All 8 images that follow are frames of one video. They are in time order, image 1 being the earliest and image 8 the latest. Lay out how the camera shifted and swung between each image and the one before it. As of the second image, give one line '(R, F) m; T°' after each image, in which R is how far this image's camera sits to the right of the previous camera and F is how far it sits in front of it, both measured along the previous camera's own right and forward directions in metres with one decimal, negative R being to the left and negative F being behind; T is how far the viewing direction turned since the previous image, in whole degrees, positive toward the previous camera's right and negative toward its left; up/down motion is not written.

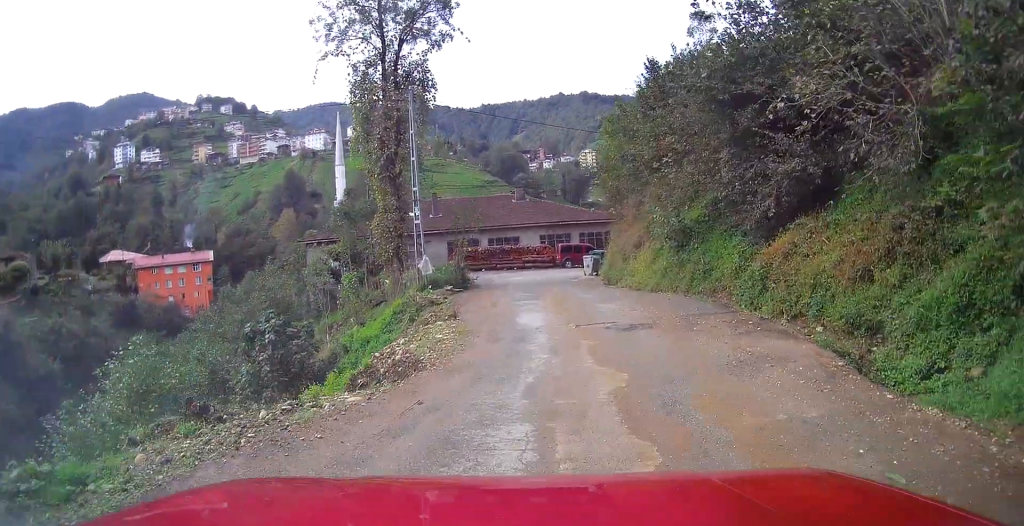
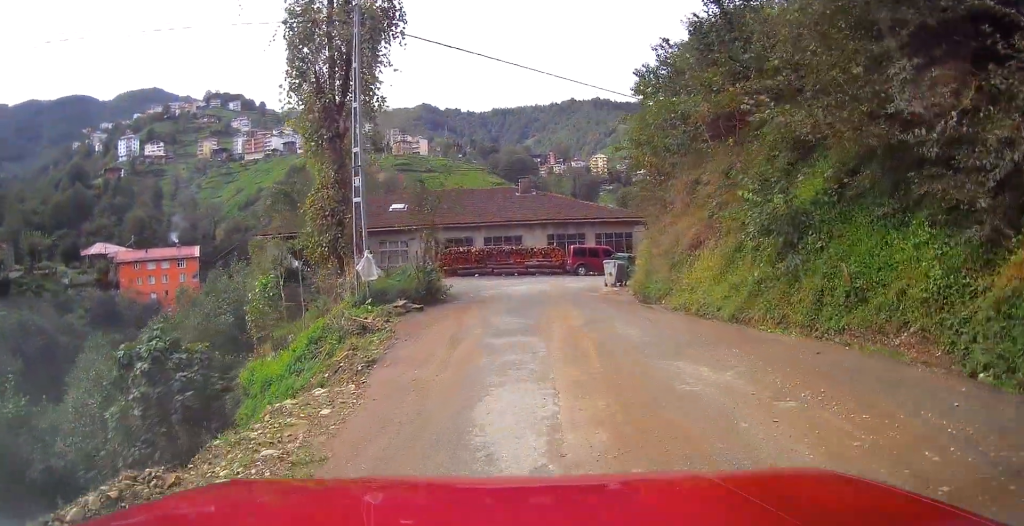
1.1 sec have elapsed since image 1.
(-0.2, +8.4) m; 0°
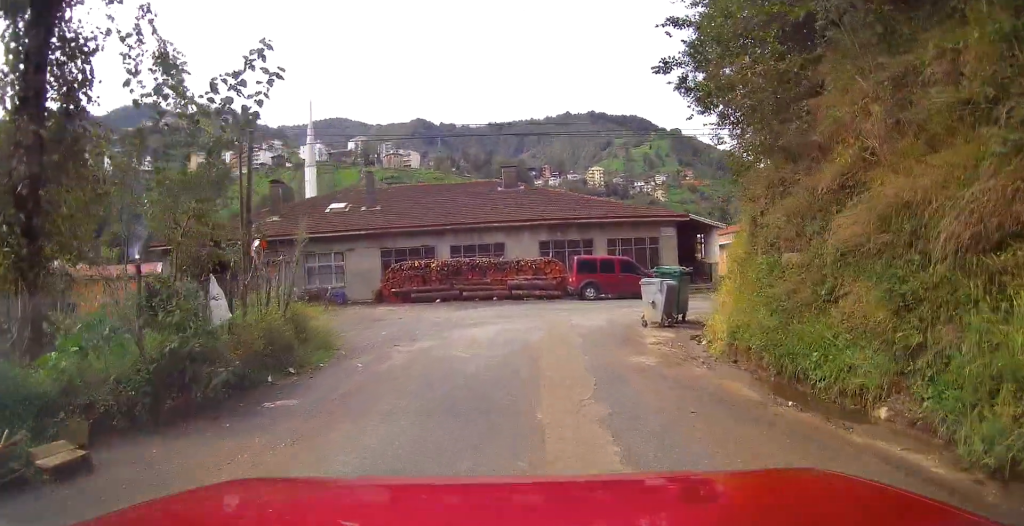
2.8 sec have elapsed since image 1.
(+0.6, +11.8) m; +2°
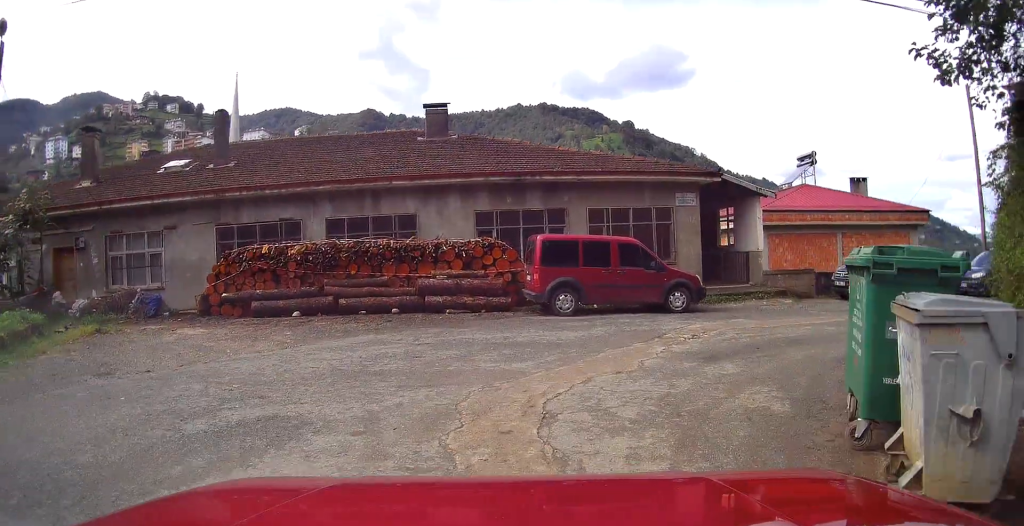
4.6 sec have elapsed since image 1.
(-0.6, +11.5) m; 0°
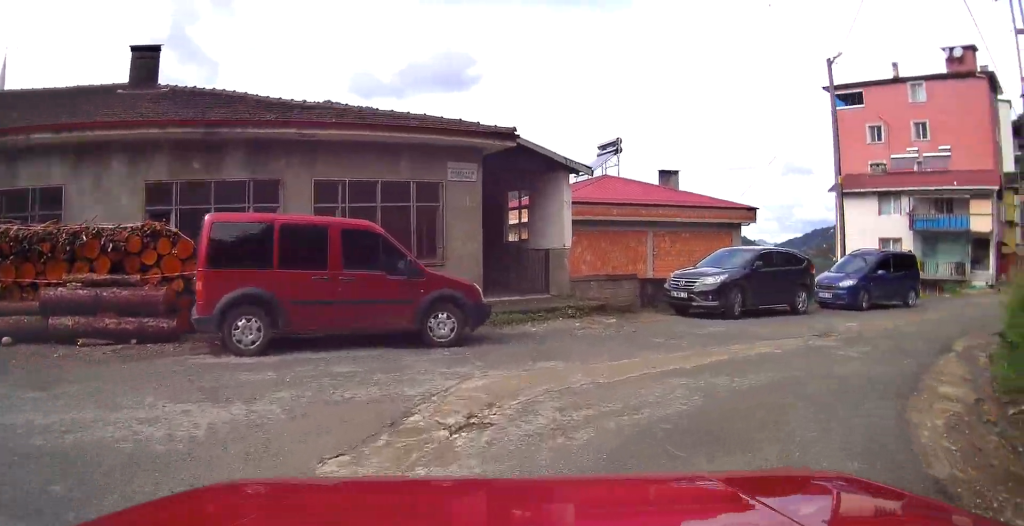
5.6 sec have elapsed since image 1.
(+0.5, +5.6) m; +15°
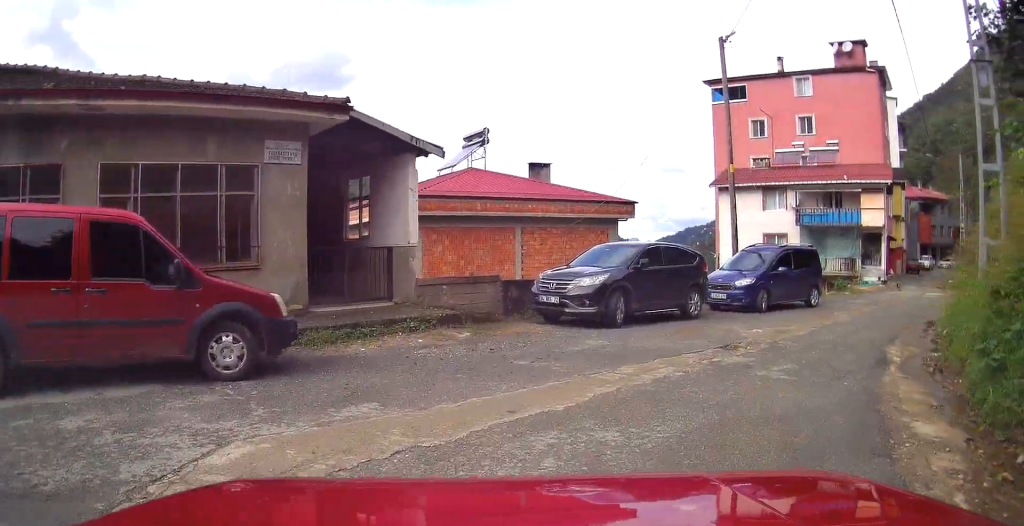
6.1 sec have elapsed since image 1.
(0.0, +2.1) m; +9°
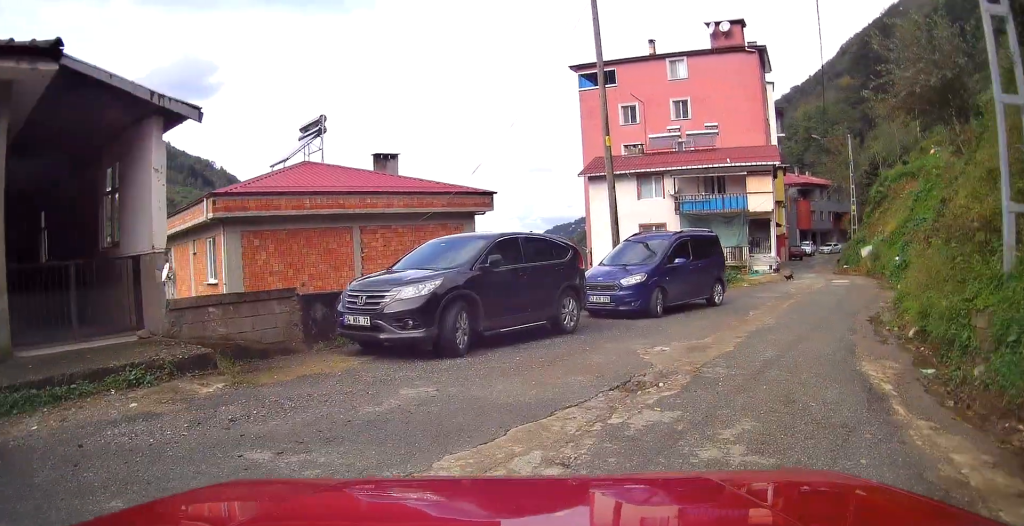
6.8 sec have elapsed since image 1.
(+0.6, +3.1) m; +18°
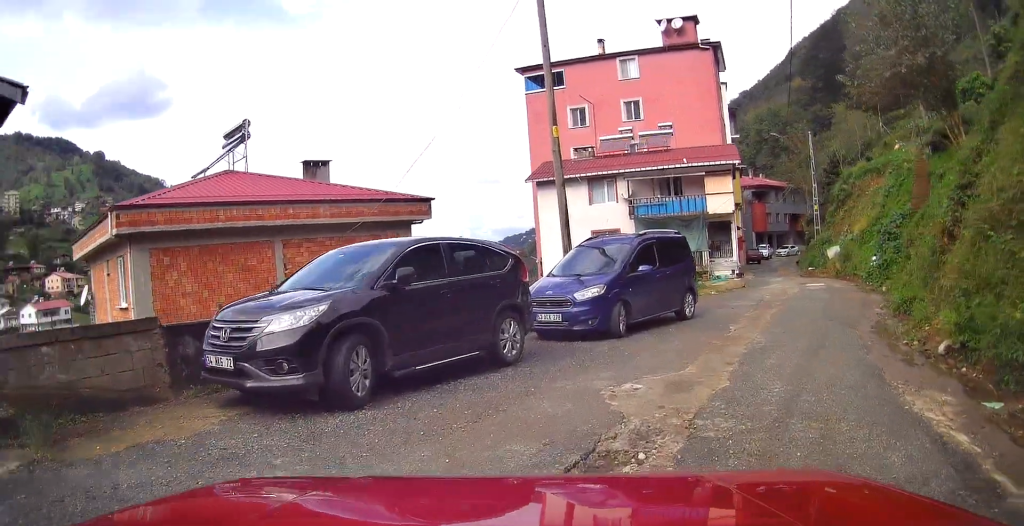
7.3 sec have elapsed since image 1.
(0.0, +1.9) m; +10°
